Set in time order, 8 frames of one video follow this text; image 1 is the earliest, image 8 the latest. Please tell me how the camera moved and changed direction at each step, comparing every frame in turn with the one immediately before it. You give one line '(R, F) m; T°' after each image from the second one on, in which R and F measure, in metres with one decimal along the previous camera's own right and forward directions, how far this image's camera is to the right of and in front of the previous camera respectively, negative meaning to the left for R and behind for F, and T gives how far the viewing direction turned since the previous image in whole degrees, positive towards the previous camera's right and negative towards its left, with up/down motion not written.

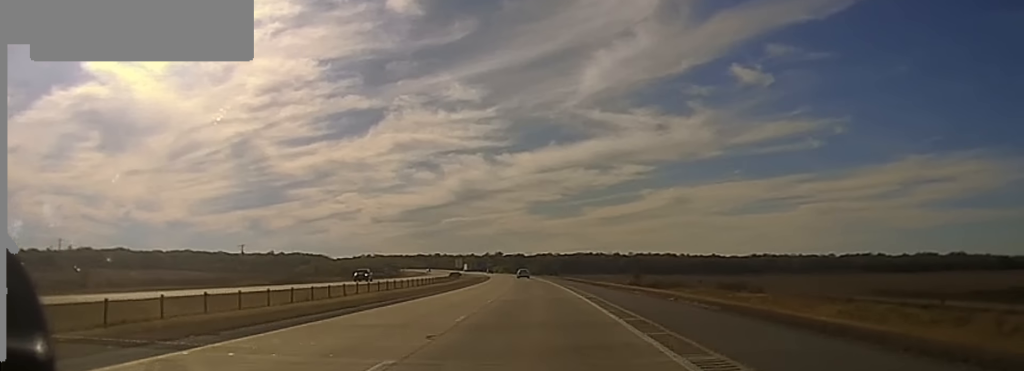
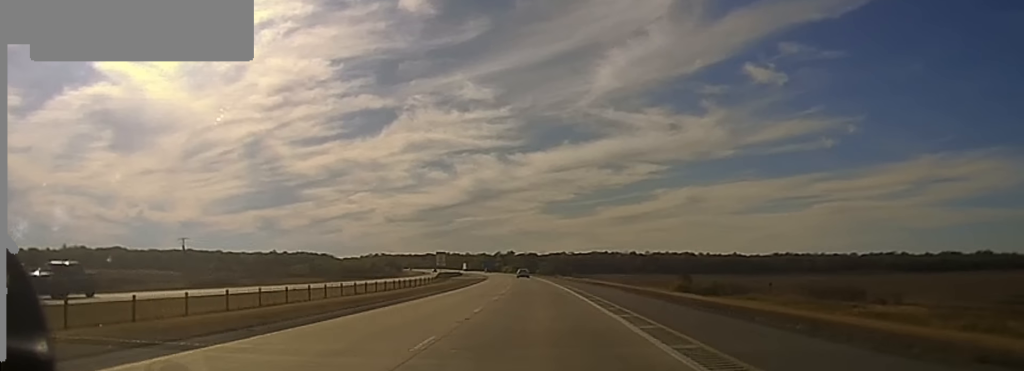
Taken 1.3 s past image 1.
(-0.4, +42.3) m; -1°
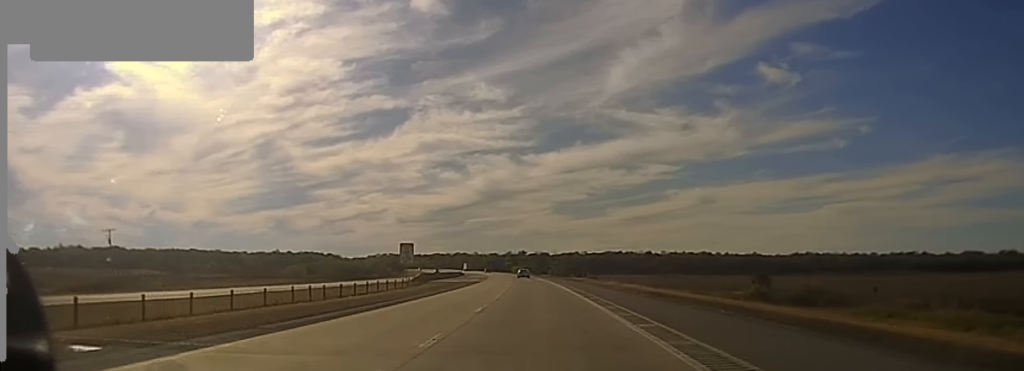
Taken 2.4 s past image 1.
(-0.1, +37.0) m; -1°
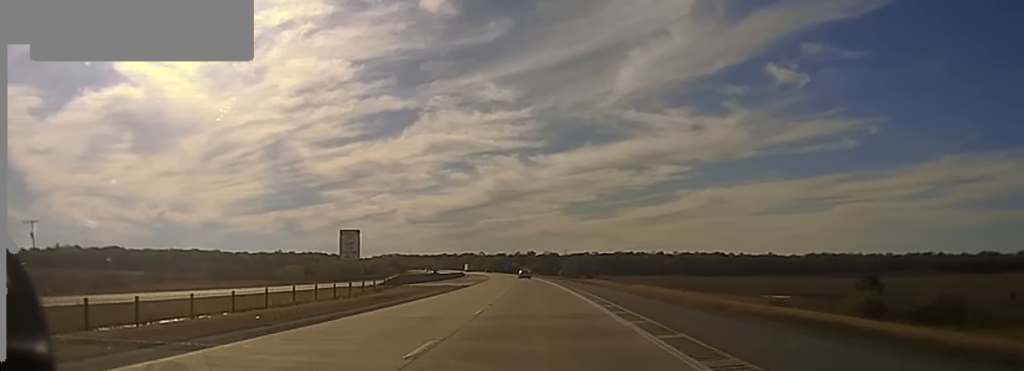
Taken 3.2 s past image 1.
(-0.1, +28.1) m; -1°
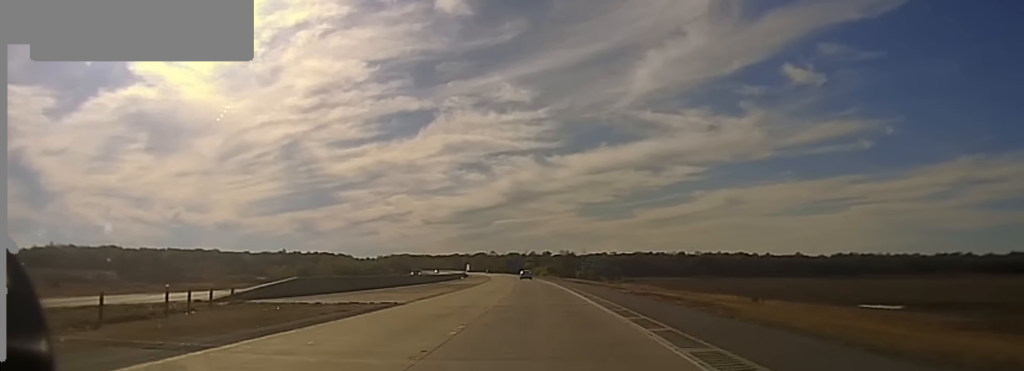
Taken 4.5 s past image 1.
(-0.5, +50.7) m; -1°
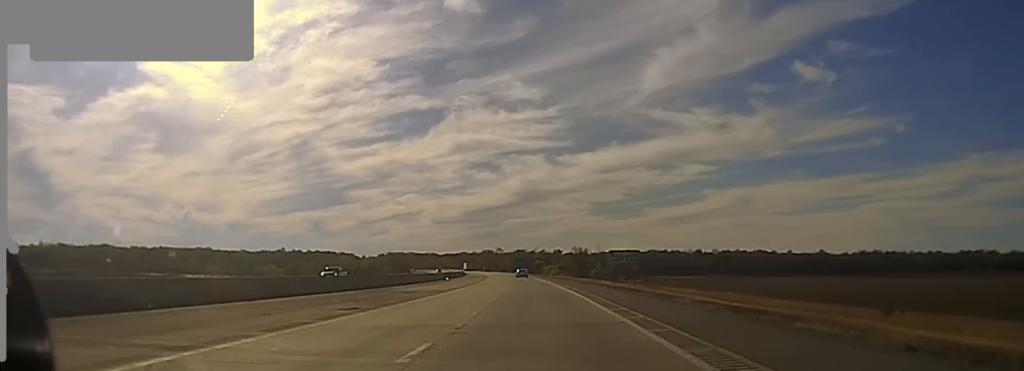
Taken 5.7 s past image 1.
(-0.3, +43.0) m; -1°
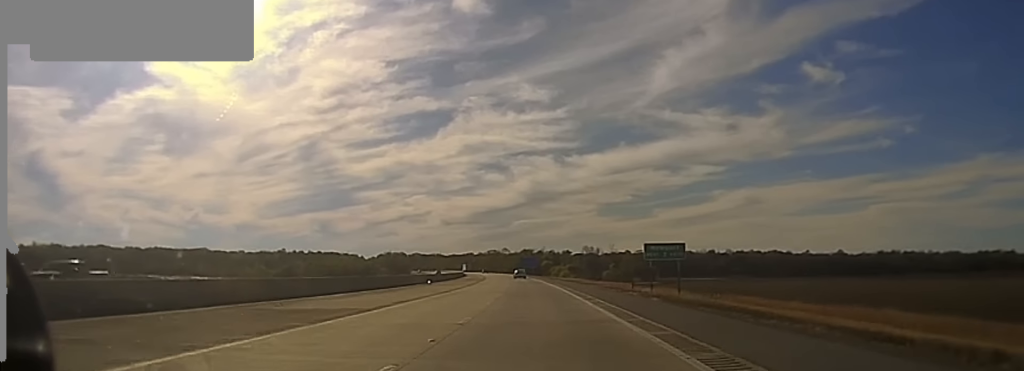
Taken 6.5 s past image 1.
(-0.2, +25.4) m; -1°
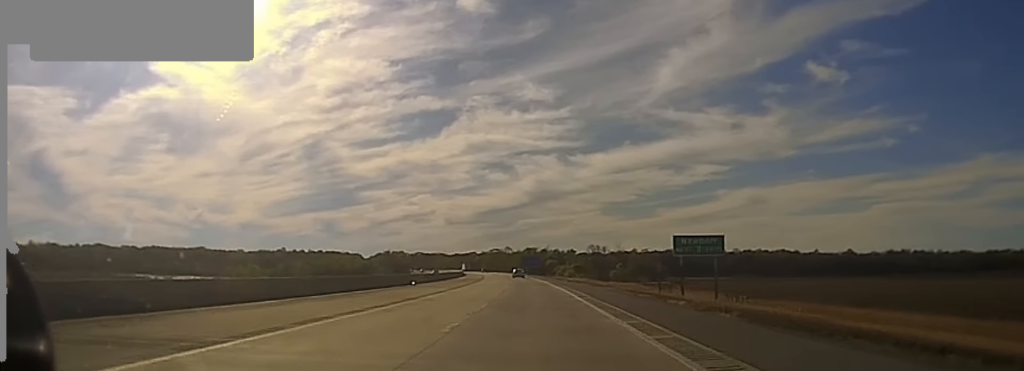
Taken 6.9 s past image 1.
(-0.1, +12.8) m; 0°
